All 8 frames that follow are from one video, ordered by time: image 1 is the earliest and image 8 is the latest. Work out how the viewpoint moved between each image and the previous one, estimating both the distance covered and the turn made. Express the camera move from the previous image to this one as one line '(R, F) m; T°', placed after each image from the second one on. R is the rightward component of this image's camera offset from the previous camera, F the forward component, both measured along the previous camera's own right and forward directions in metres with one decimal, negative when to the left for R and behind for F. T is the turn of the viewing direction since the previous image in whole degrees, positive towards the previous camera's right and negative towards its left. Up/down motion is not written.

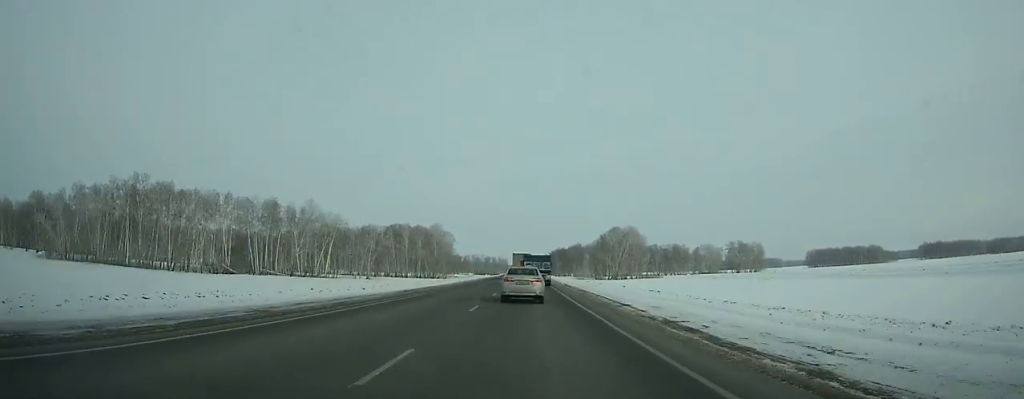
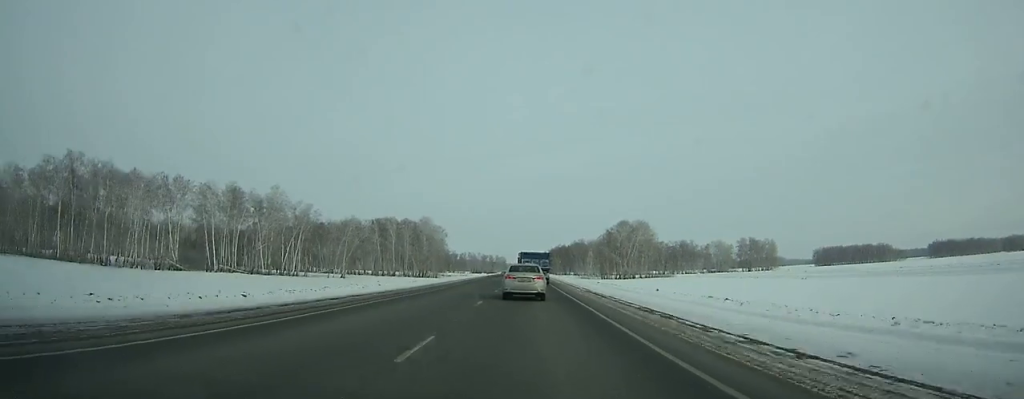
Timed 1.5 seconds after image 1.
(0.0, +22.6) m; 0°
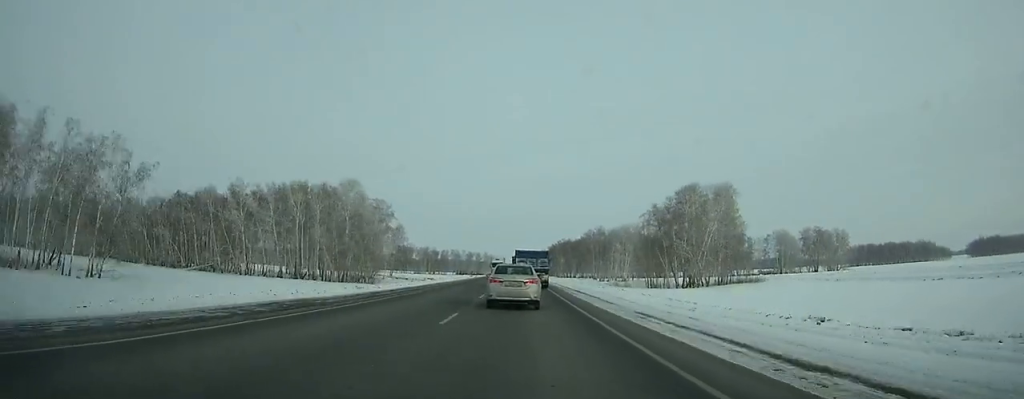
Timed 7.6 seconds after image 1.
(+0.6, +91.0) m; 0°
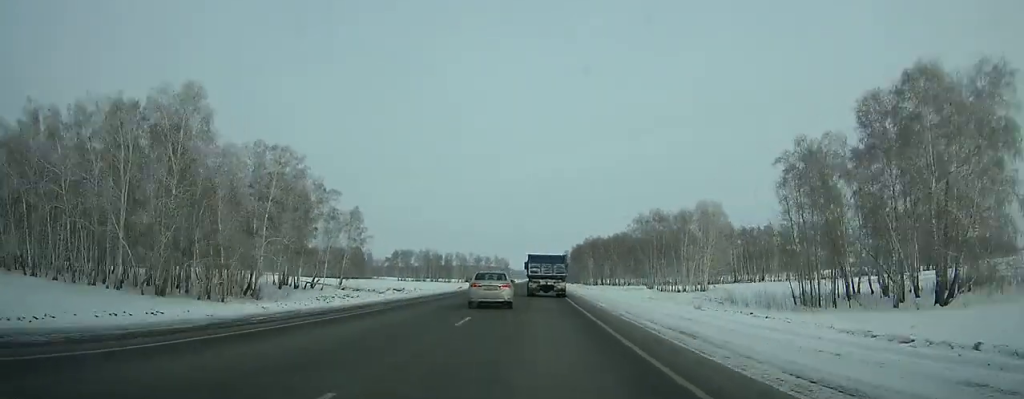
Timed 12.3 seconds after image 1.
(-1.2, +78.4) m; -2°
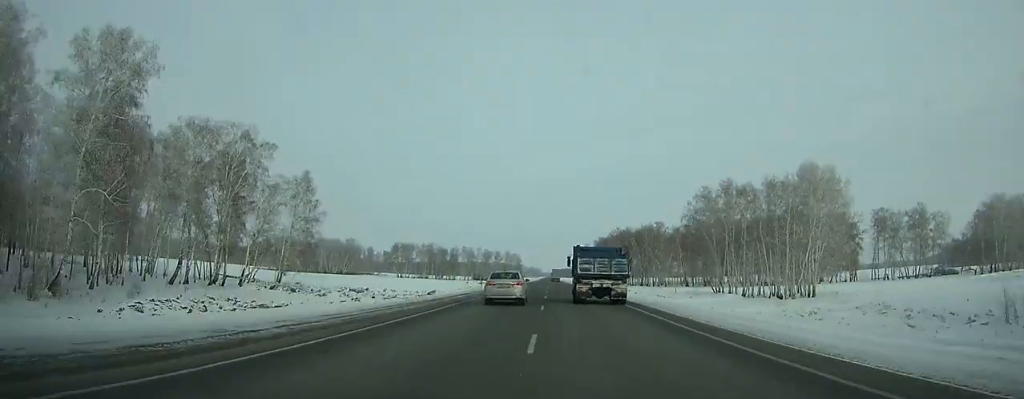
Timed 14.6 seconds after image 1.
(-0.3, +45.0) m; +1°
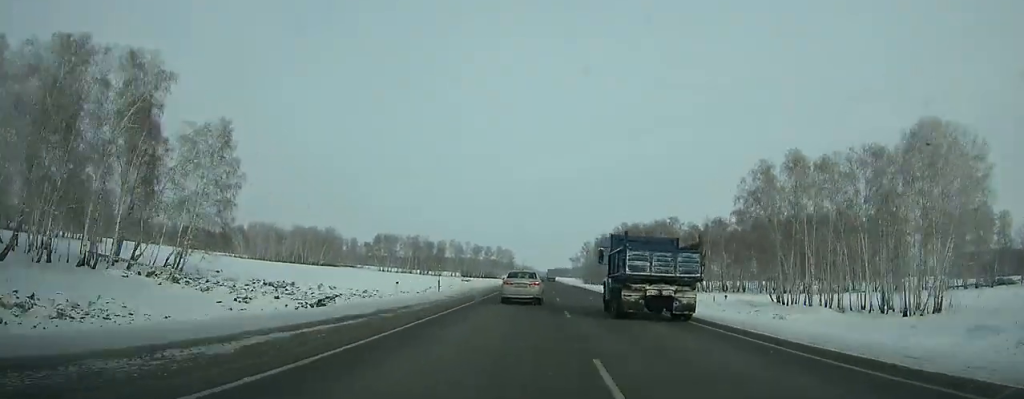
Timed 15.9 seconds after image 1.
(-0.5, +26.5) m; +1°
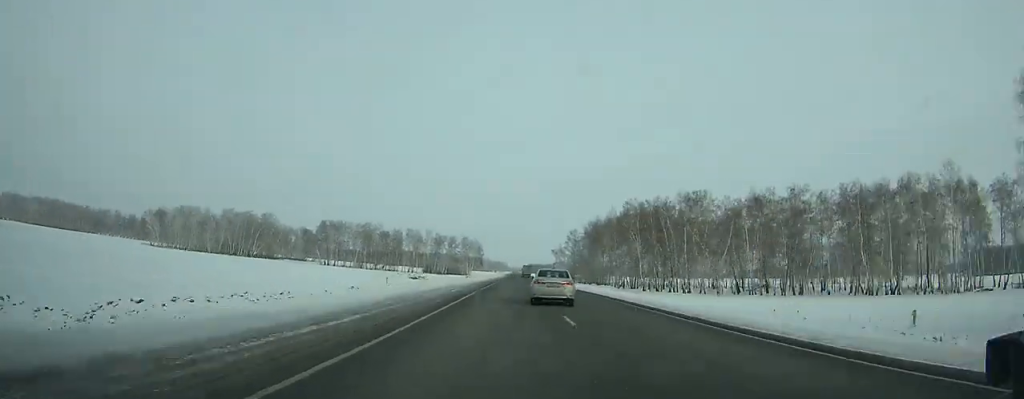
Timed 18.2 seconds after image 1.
(+1.5, +52.3) m; +2°
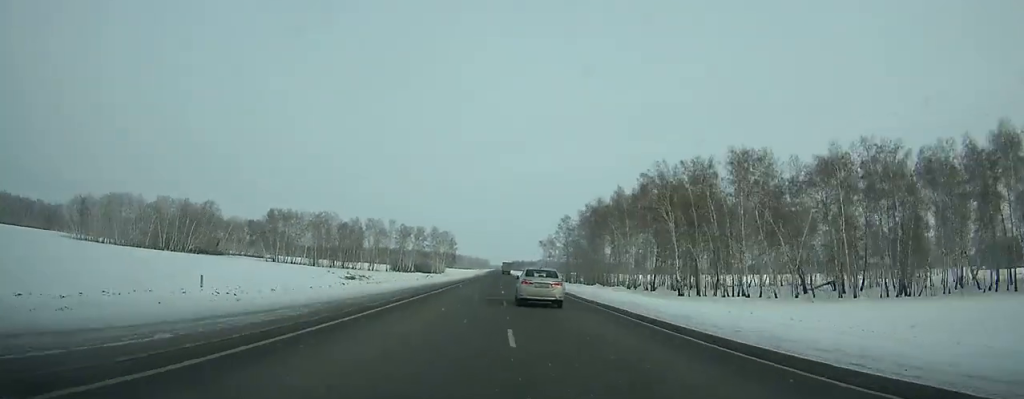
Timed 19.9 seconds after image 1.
(+0.4, +40.1) m; 0°
